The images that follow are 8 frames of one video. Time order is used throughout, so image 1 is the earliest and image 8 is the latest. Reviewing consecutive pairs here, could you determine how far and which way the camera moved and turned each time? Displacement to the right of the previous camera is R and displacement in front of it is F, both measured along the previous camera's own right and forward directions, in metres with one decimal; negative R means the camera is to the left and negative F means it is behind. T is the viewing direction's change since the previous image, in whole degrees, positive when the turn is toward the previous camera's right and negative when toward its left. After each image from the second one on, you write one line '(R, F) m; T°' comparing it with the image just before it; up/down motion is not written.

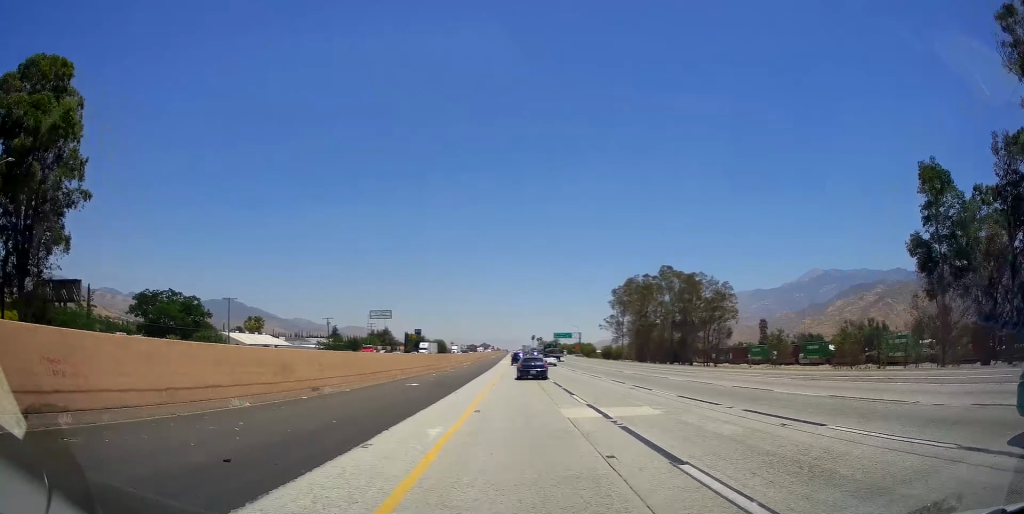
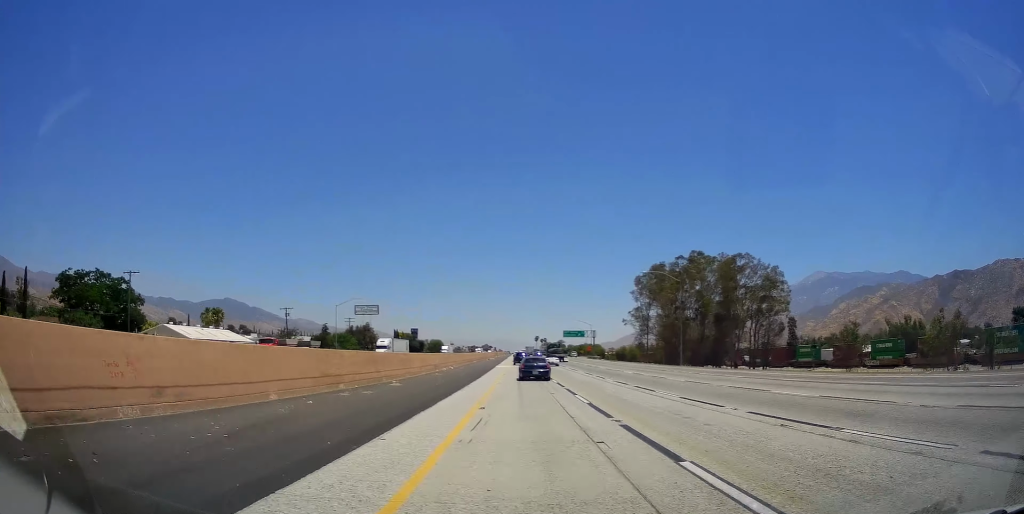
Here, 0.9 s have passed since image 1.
(0.0, +29.8) m; 0°
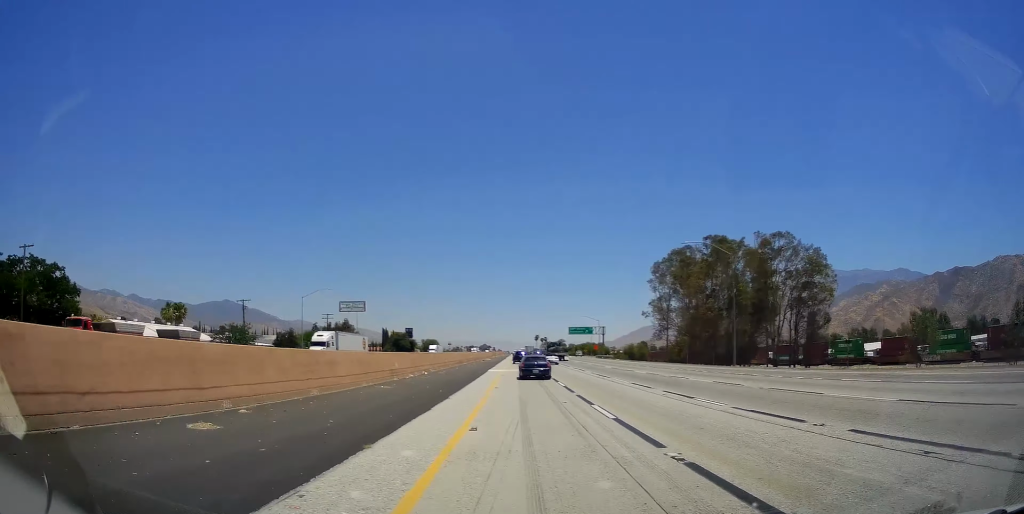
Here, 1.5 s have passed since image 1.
(-0.3, +18.1) m; 0°
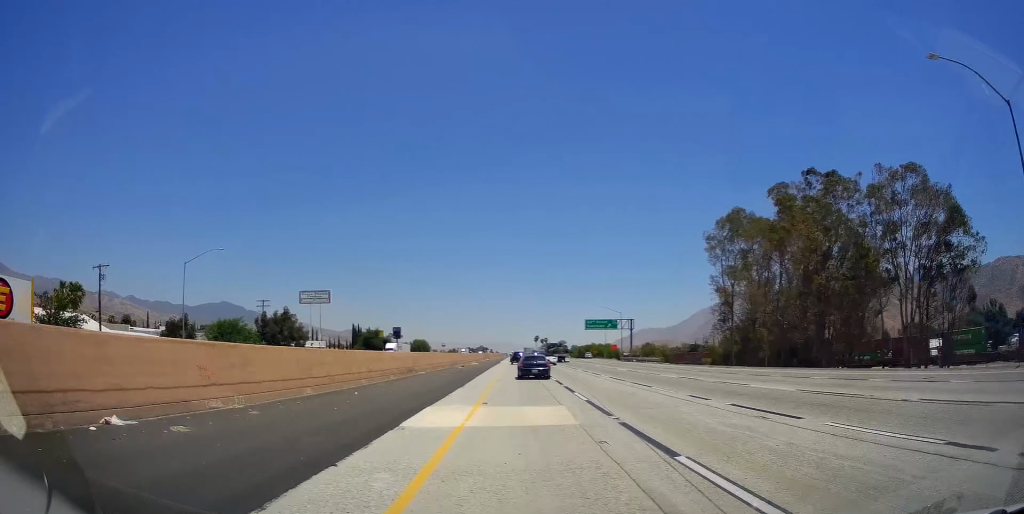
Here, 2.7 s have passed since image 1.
(+0.1, +37.0) m; 0°
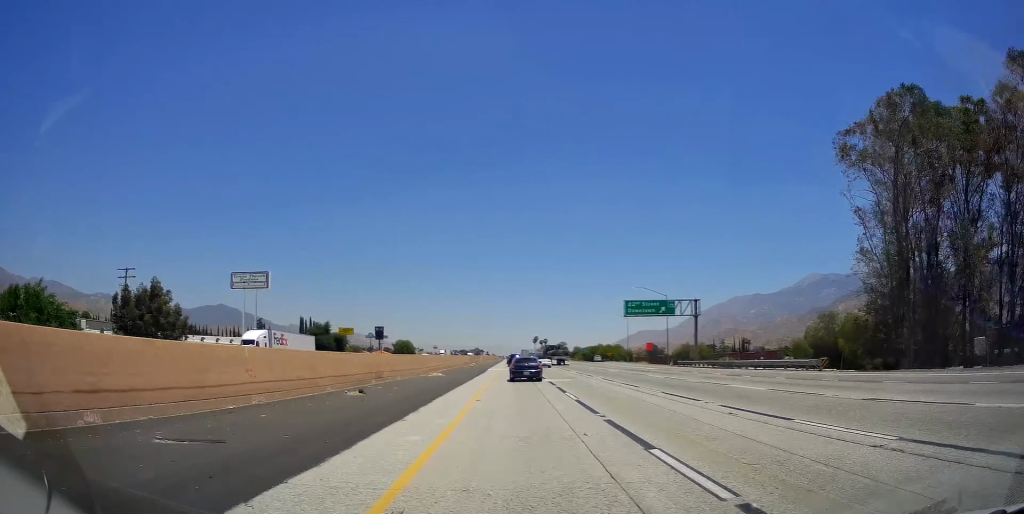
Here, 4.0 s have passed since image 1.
(+0.2, +41.2) m; 0°
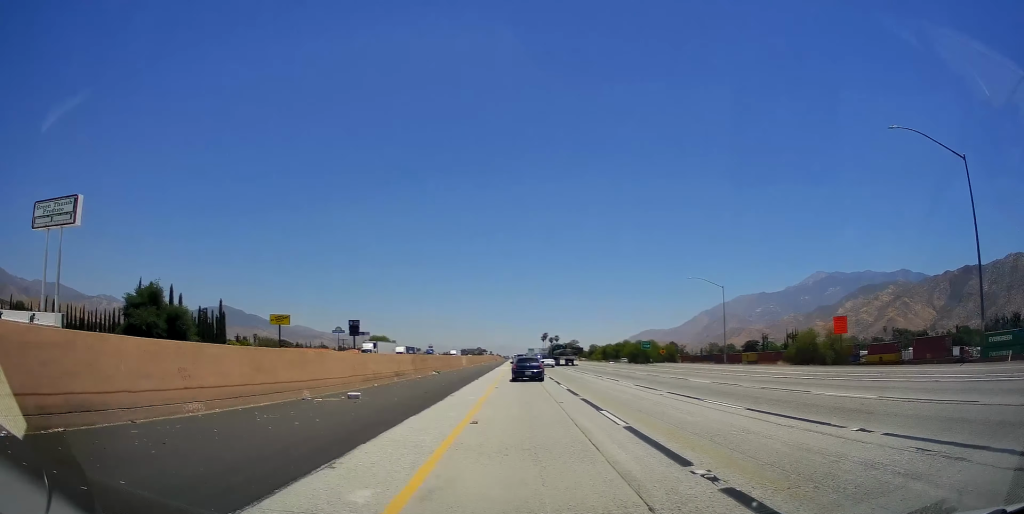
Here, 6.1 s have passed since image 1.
(0.0, +67.7) m; 0°
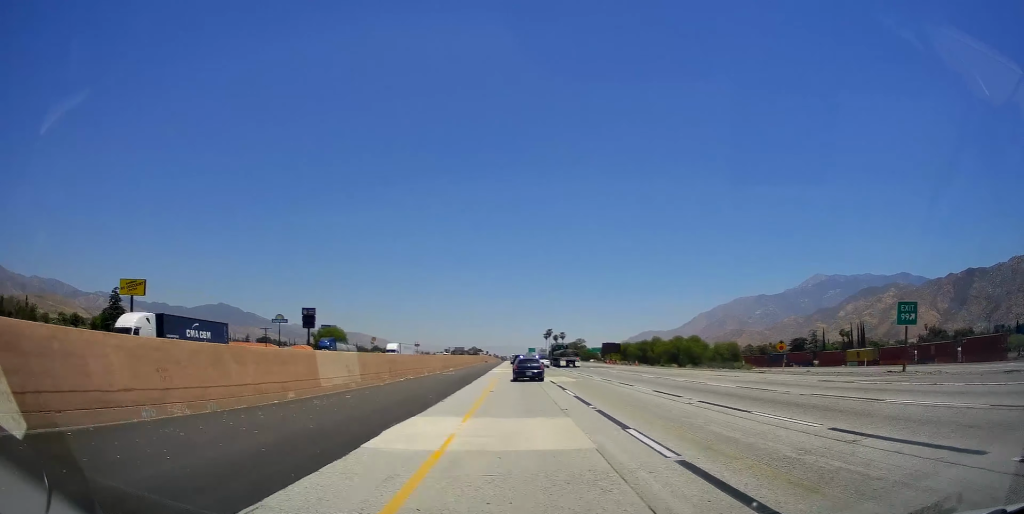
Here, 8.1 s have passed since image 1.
(0.0, +59.8) m; 0°
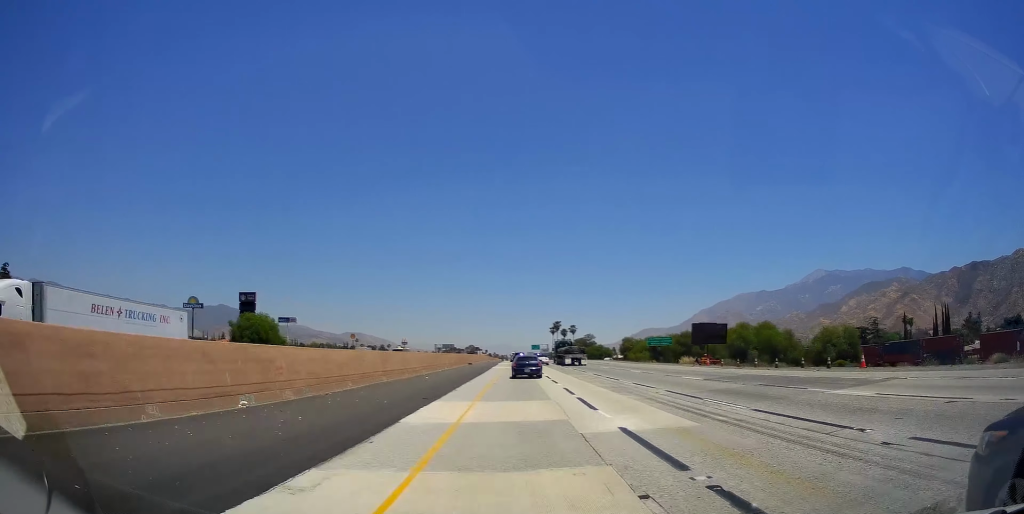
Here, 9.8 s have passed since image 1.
(0.0, +53.9) m; 0°
